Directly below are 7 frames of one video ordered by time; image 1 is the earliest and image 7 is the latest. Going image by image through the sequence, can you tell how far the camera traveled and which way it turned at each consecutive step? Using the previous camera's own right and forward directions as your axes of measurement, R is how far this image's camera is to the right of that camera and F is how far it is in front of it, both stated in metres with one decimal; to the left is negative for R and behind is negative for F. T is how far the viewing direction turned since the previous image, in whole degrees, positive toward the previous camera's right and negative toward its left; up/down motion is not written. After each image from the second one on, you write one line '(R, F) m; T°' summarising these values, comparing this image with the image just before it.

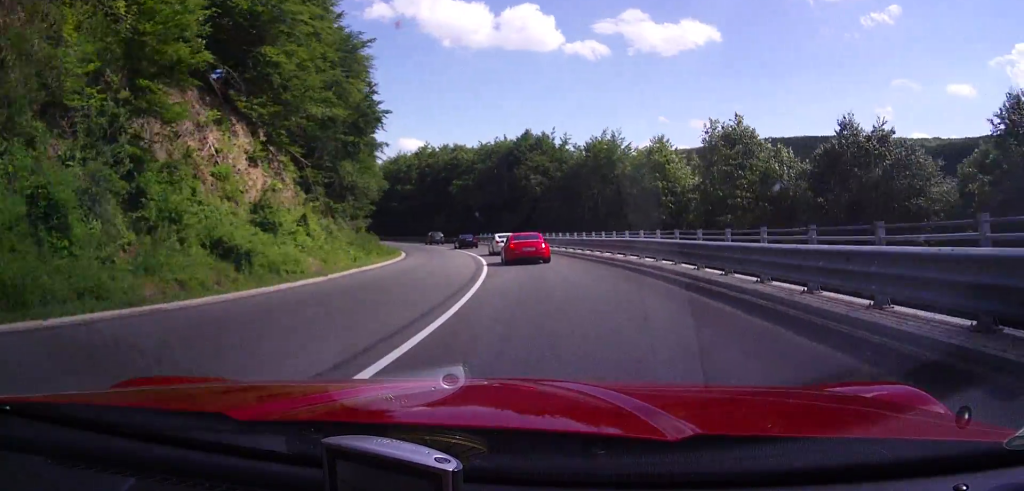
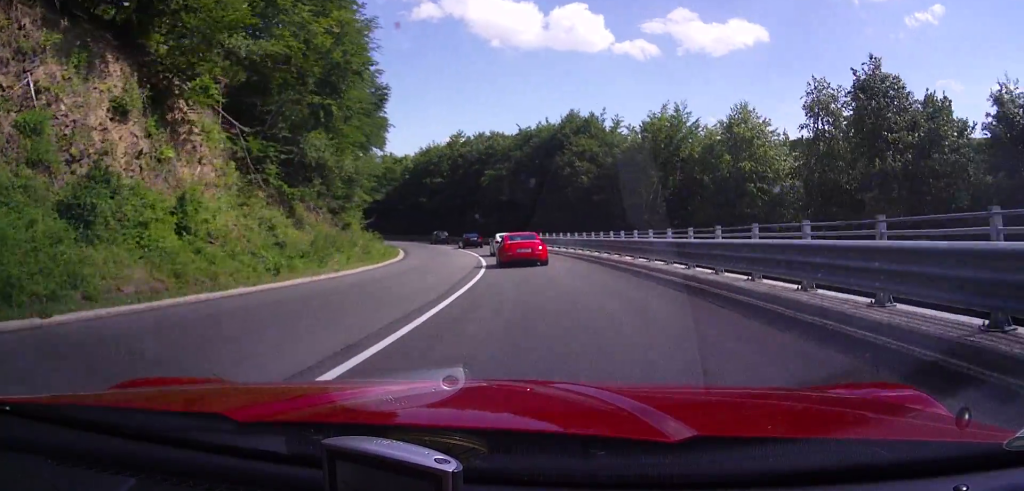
(-0.4, +10.6) m; -4°
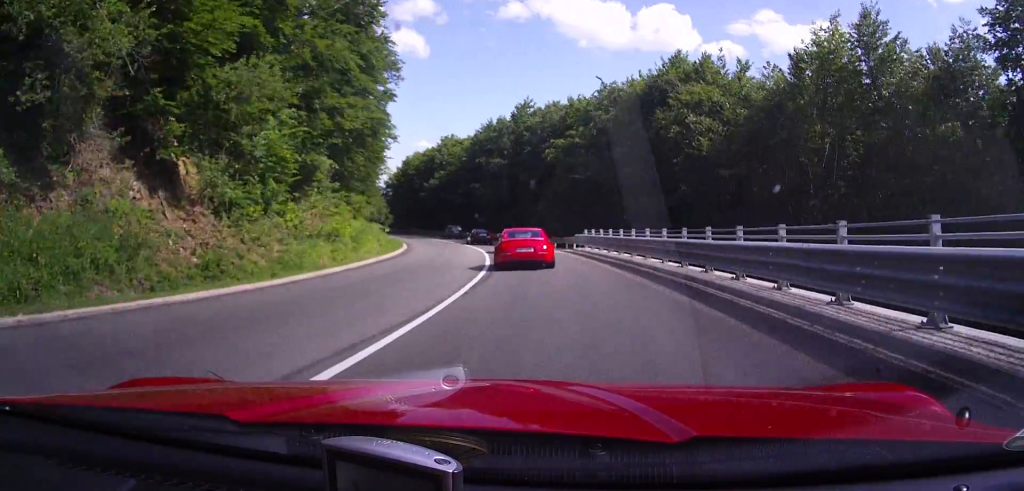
(-0.9, +20.6) m; -7°
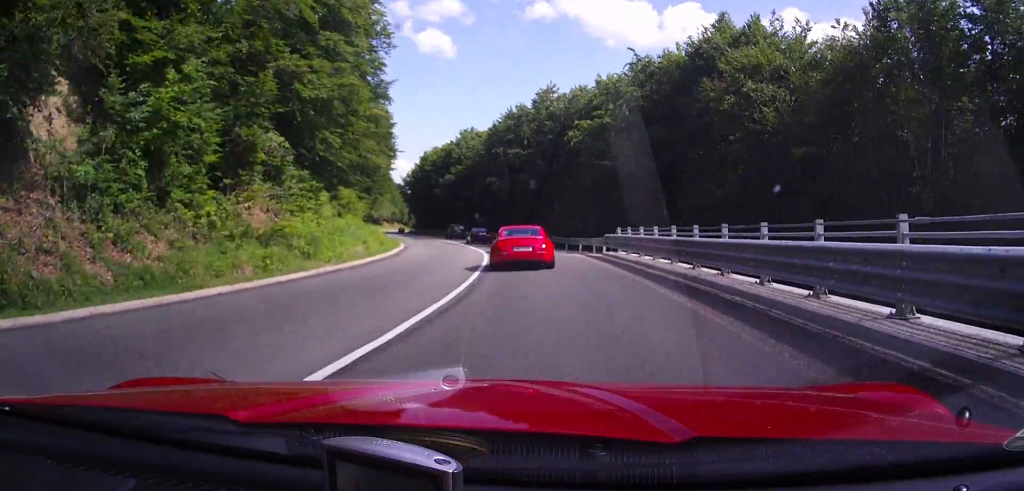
(0.0, +8.0) m; -3°
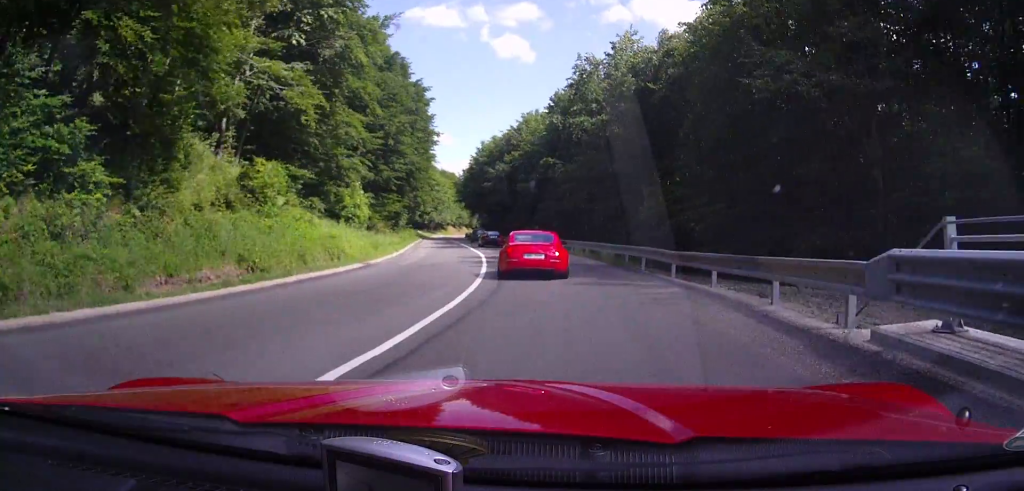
(-1.4, +21.1) m; -5°
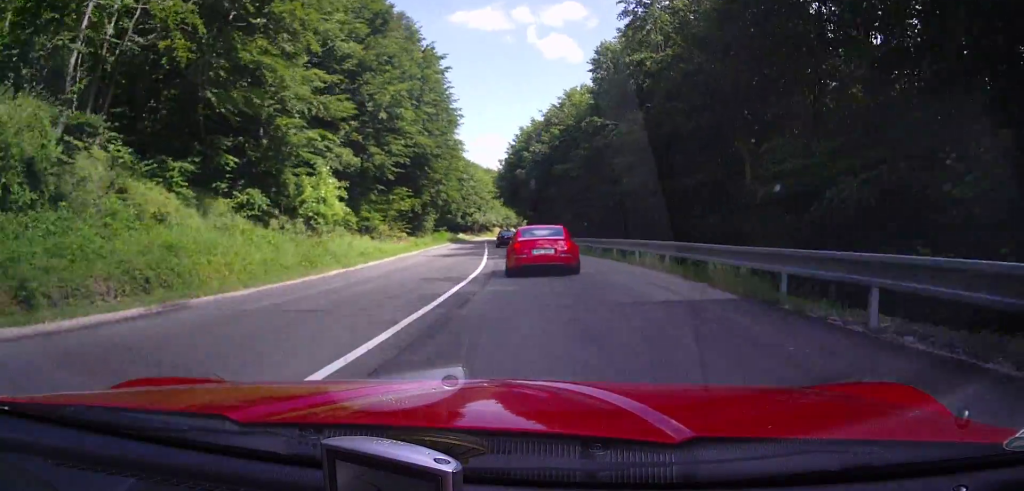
(-0.1, +16.1) m; -4°
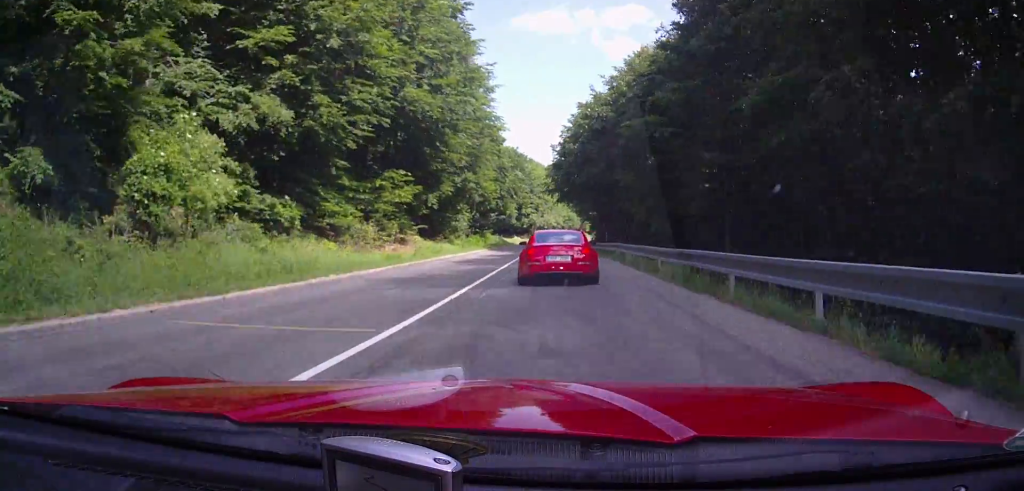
(-1.4, +18.7) m; -7°
